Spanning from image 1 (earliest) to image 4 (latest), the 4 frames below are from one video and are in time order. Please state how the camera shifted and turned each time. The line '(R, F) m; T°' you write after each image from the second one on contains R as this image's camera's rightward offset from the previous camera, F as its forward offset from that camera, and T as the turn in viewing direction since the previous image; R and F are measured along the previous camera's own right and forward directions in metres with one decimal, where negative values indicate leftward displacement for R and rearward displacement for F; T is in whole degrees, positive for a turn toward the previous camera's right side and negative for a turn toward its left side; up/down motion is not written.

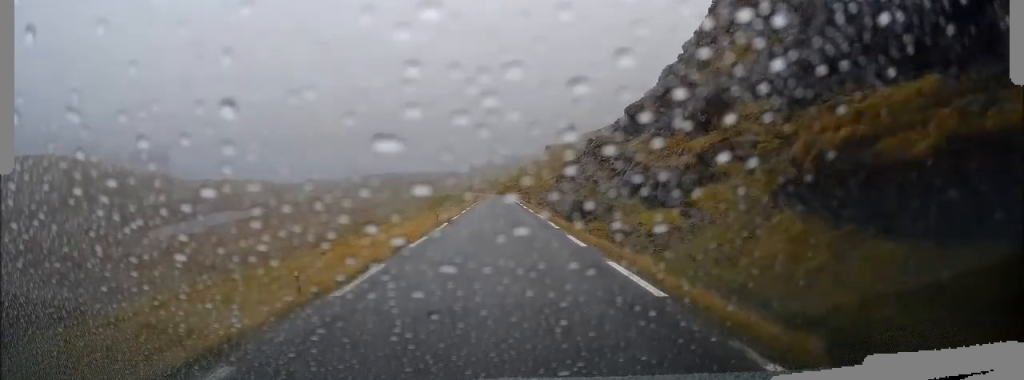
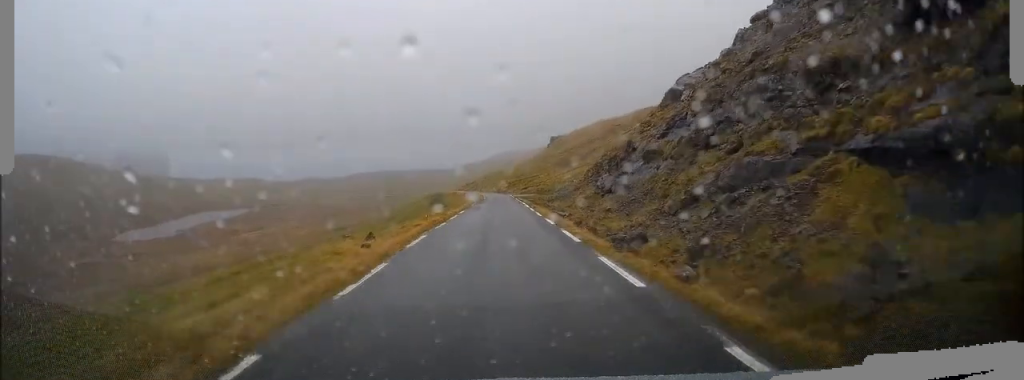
(+0.4, +34.4) m; -1°
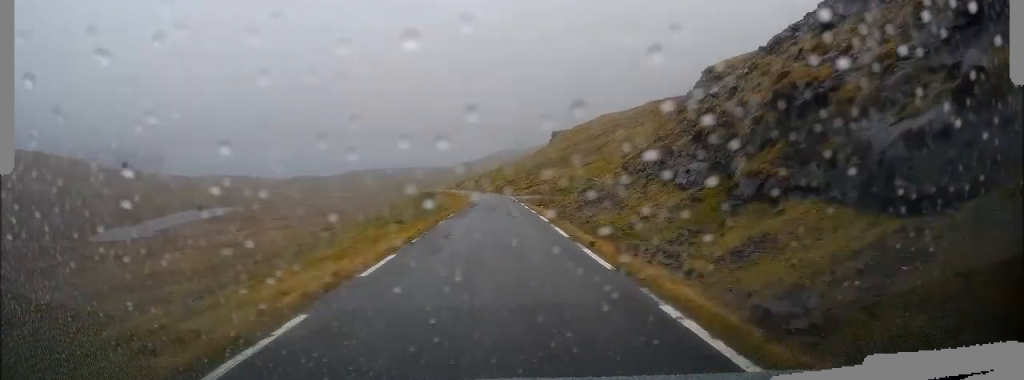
(0.0, +21.1) m; +1°
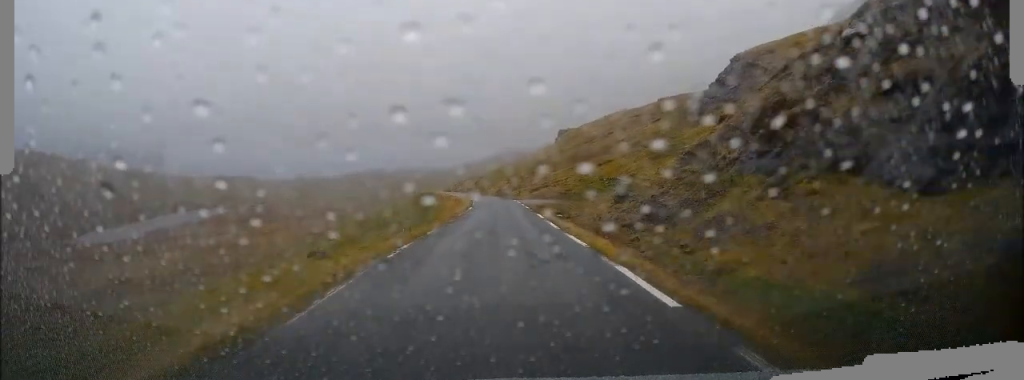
(-0.2, +14.5) m; -1°
